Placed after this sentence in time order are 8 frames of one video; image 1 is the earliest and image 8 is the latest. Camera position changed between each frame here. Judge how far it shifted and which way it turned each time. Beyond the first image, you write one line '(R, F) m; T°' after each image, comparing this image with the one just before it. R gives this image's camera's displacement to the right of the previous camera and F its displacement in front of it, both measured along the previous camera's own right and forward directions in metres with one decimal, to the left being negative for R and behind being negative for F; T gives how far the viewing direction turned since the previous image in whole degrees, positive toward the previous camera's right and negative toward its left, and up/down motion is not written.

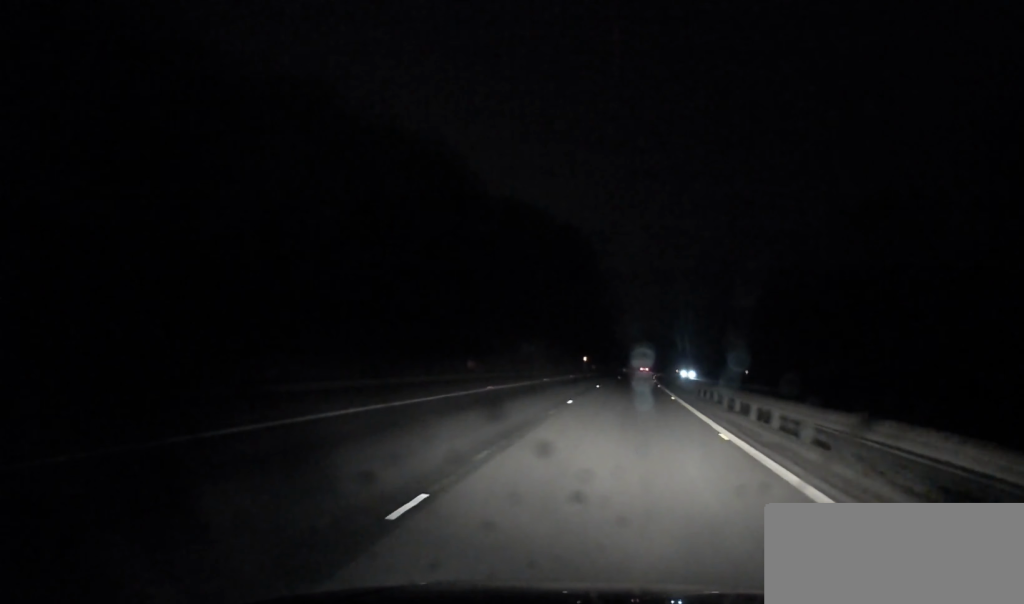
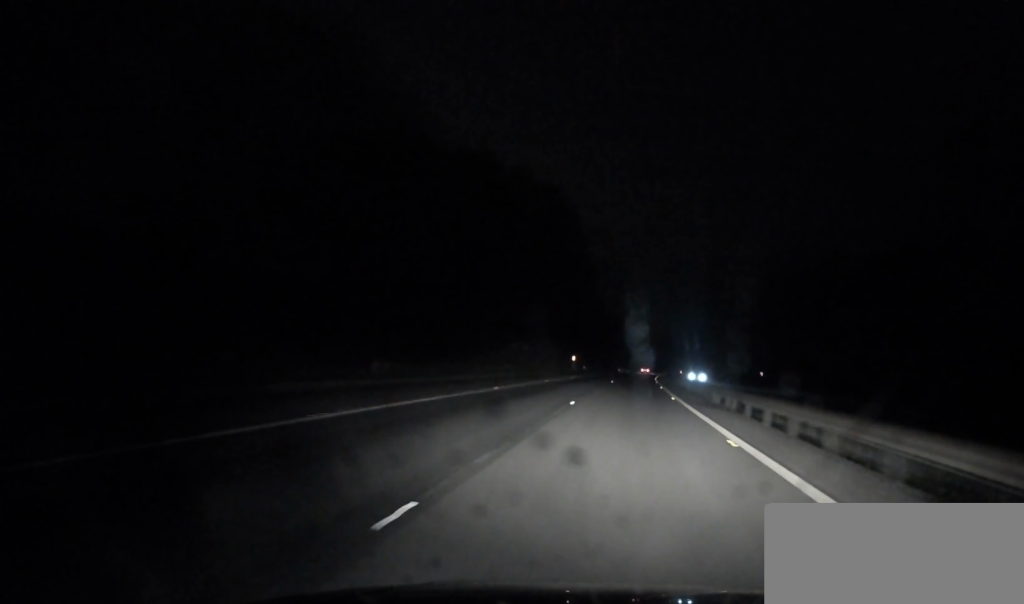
(-0.1, +17.7) m; 0°
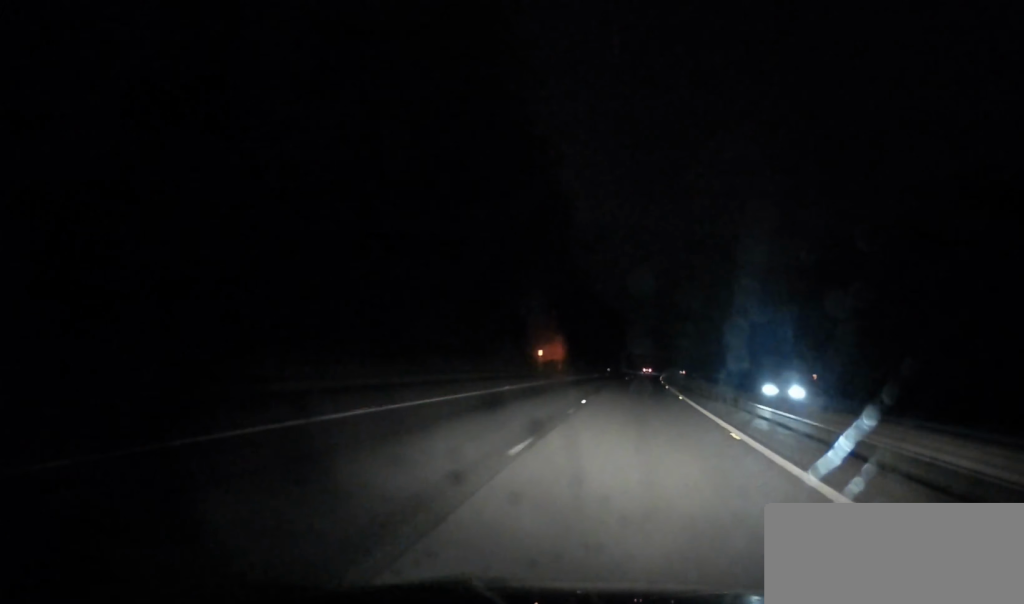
(+0.3, +34.4) m; +1°
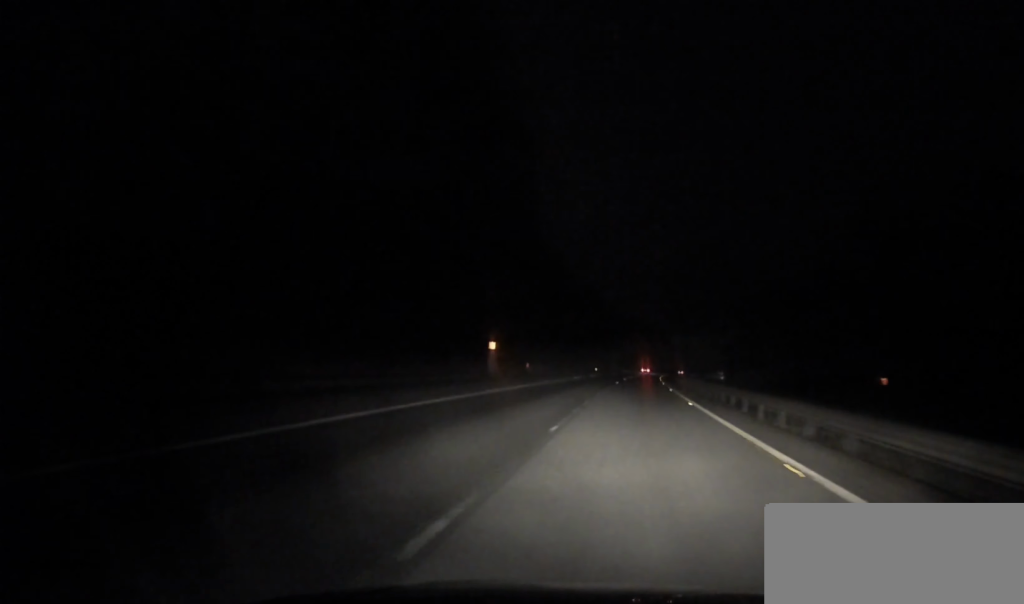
(+0.2, +22.4) m; 0°
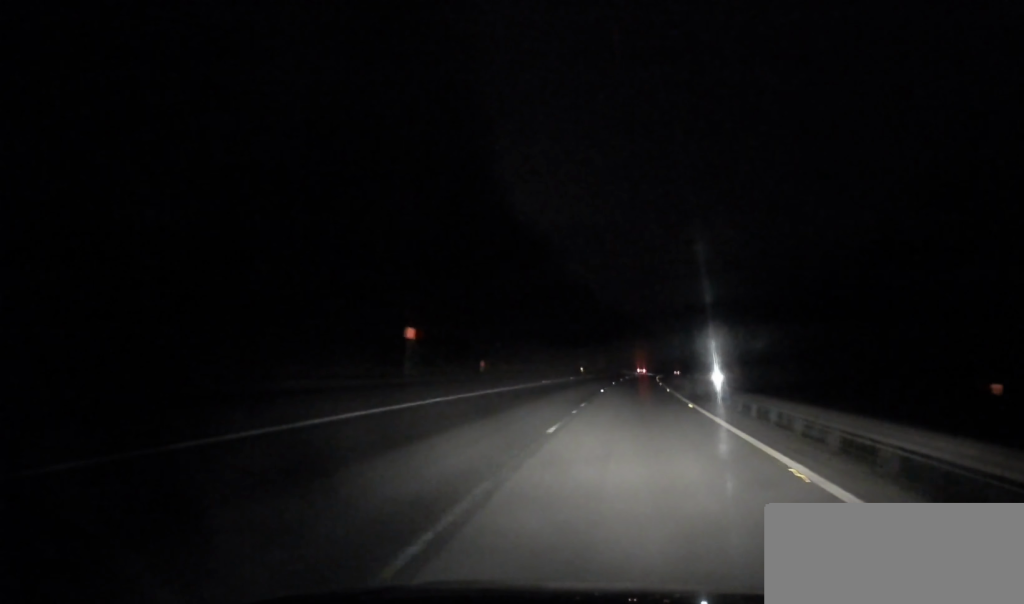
(+0.1, +18.4) m; 0°
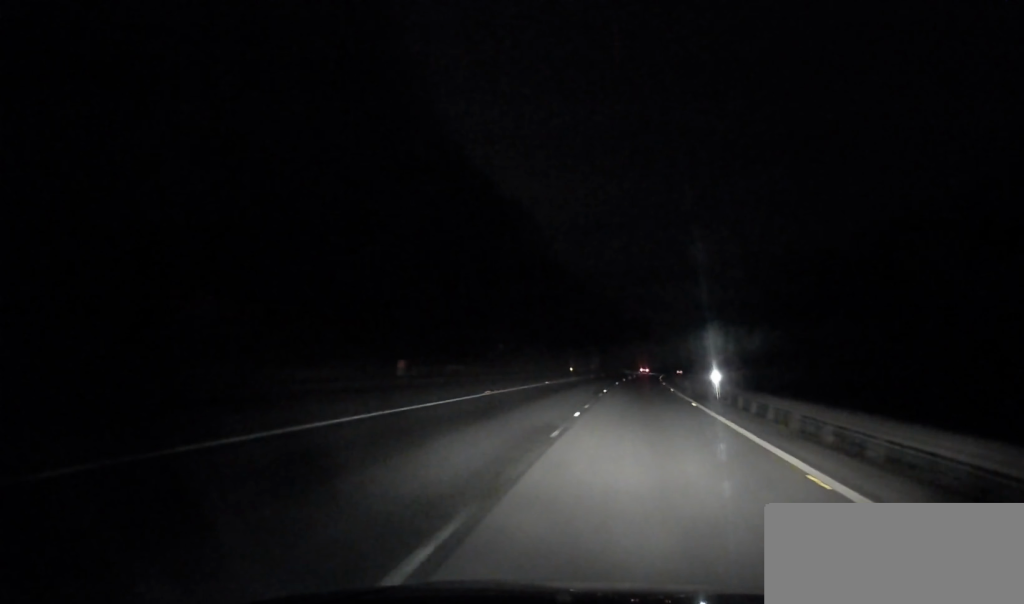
(0.0, +17.6) m; 0°
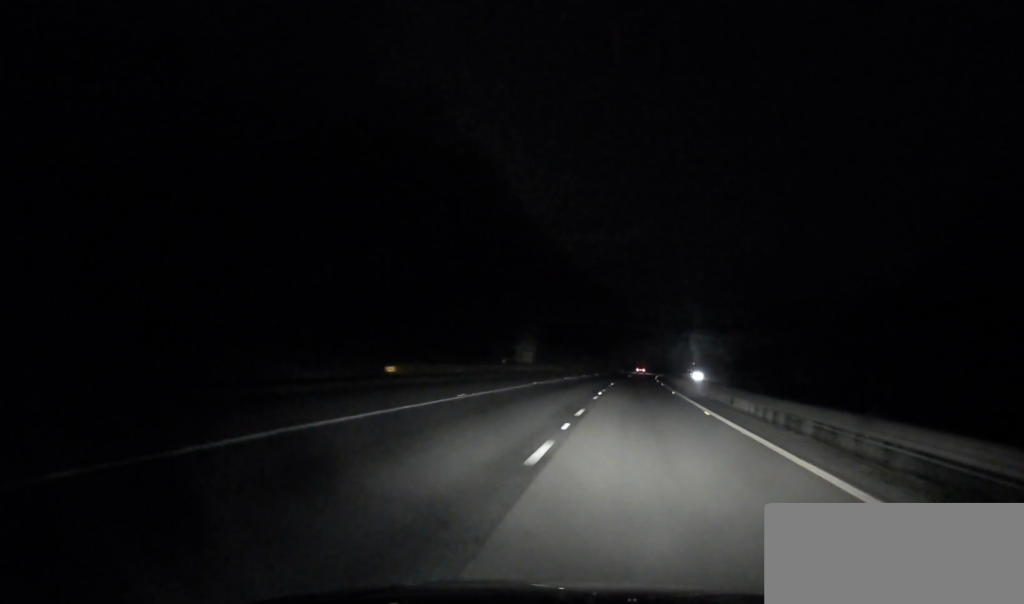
(+1.4, +75.0) m; +2°
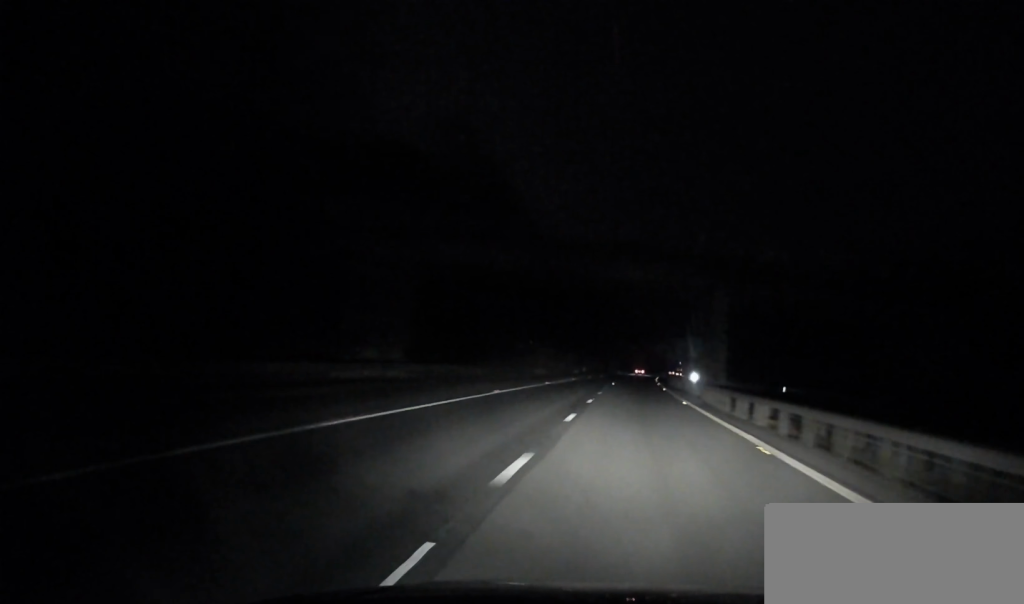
(+0.7, +45.4) m; +1°
